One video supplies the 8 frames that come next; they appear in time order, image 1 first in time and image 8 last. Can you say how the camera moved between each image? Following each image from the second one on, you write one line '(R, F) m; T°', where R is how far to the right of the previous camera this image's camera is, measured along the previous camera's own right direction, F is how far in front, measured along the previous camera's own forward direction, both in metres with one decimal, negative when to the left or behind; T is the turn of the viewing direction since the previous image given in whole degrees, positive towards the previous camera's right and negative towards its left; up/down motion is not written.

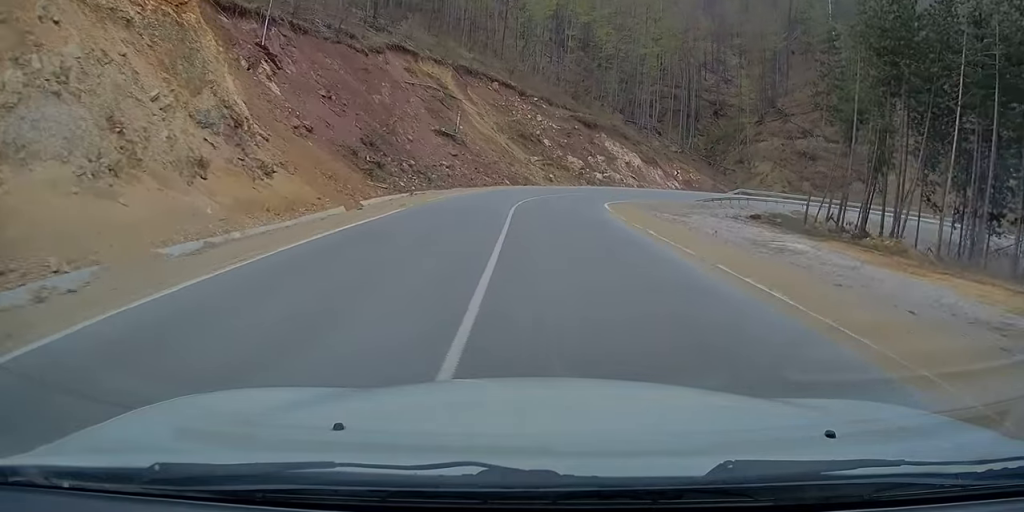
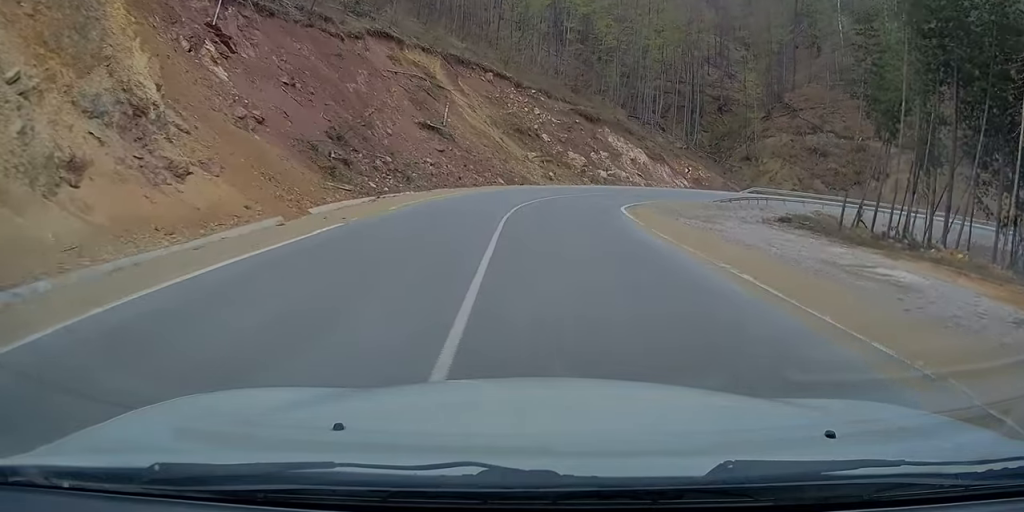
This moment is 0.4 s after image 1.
(-0.1, +6.6) m; 0°
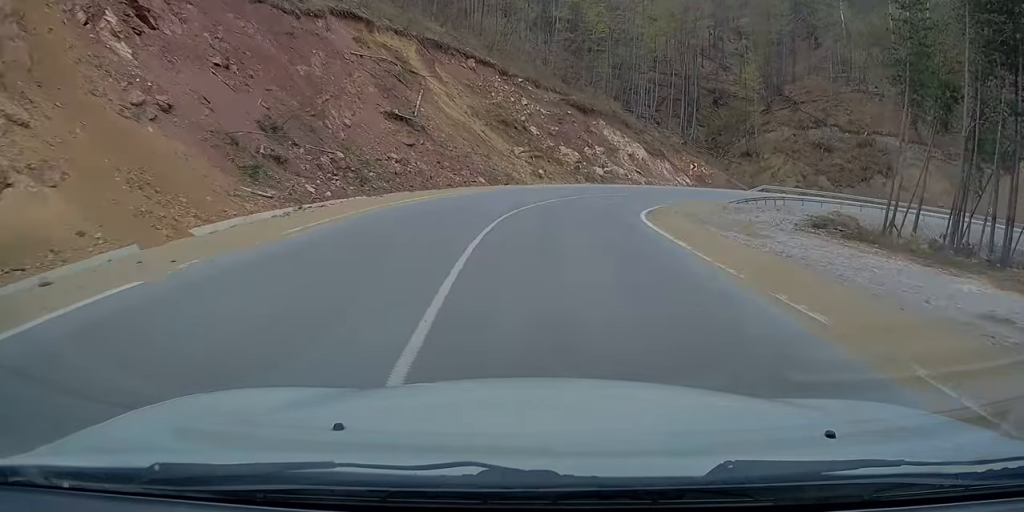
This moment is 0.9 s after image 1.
(0.0, +7.6) m; +2°
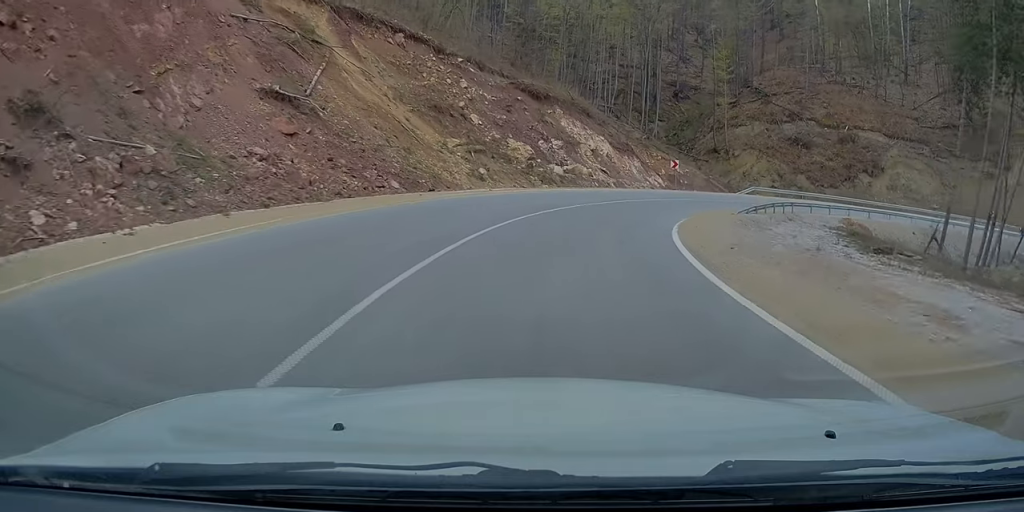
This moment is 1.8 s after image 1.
(+0.2, +13.0) m; +5°
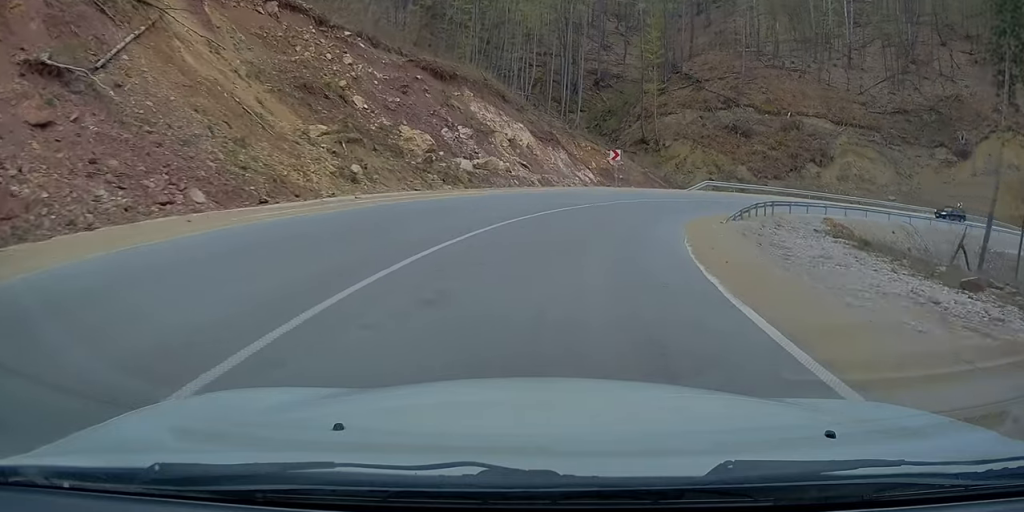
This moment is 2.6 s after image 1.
(+0.8, +10.9) m; +6°
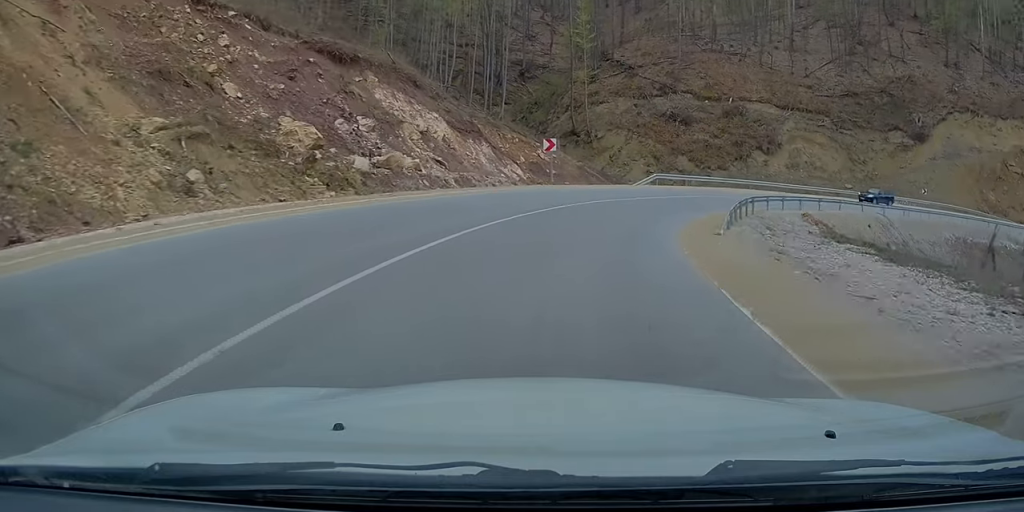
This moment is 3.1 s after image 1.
(+0.4, +7.2) m; +6°
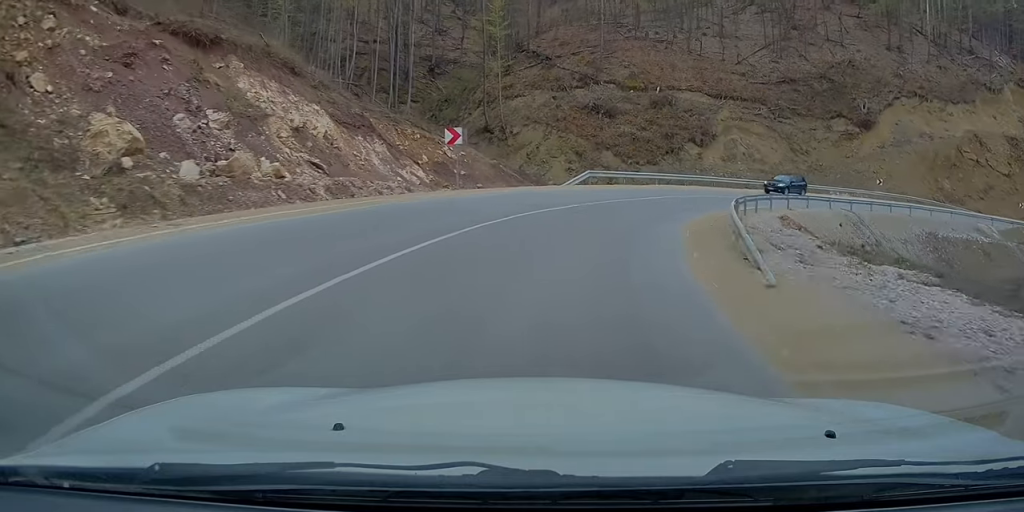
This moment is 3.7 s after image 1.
(-0.1, +7.5) m; +7°
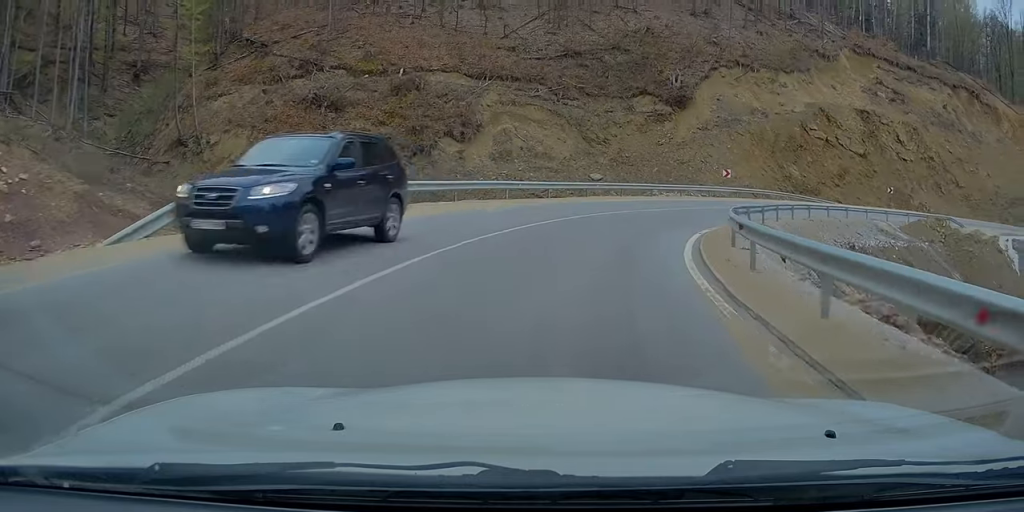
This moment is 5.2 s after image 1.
(+5.0, +19.2) m; +27°
